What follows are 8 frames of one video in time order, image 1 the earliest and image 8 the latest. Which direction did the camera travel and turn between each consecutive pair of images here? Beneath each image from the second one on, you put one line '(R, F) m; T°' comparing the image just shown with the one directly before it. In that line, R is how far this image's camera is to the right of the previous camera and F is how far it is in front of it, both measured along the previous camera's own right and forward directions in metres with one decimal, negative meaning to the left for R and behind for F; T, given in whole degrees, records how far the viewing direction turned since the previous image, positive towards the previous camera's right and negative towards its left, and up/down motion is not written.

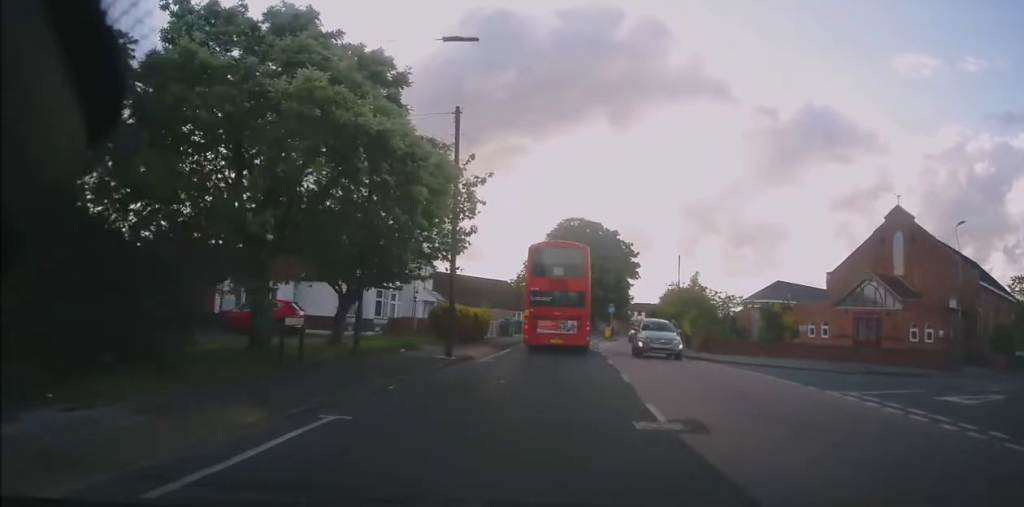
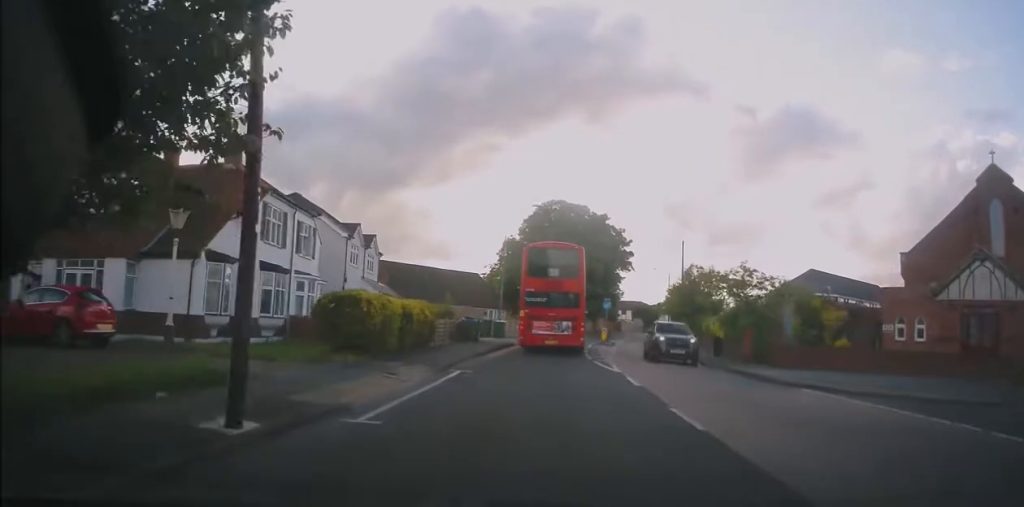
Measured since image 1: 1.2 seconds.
(+0.5, +11.6) m; +4°
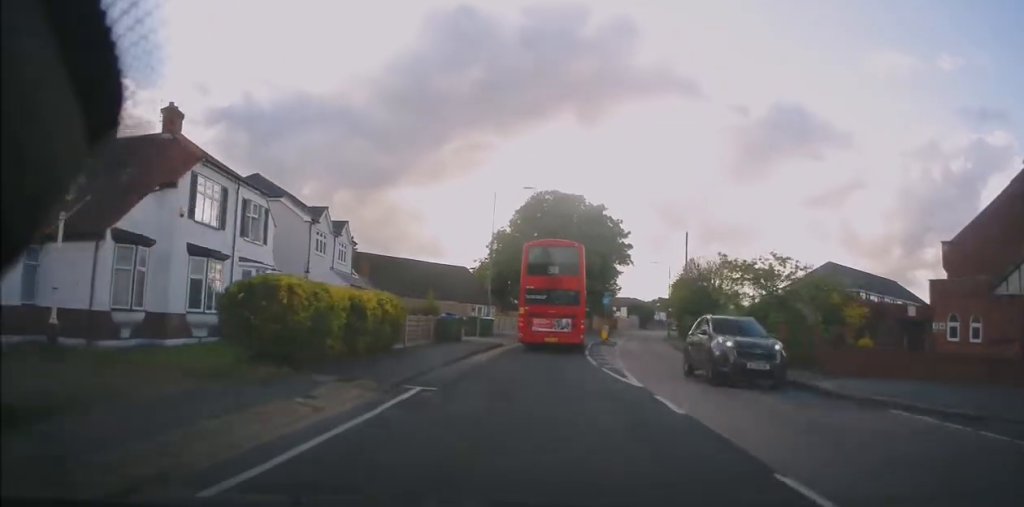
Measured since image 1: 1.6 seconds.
(0.0, +4.3) m; 0°
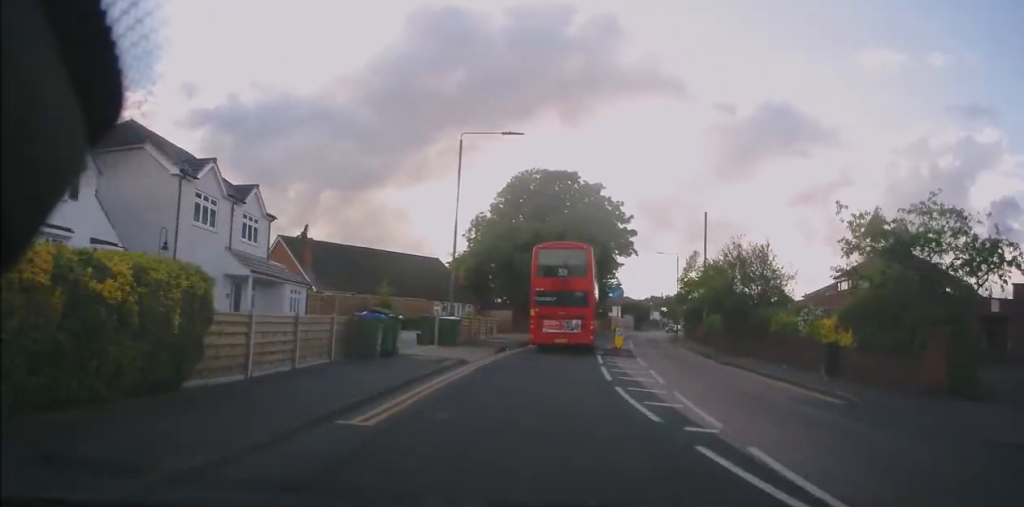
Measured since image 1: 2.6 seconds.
(0.0, +10.3) m; 0°
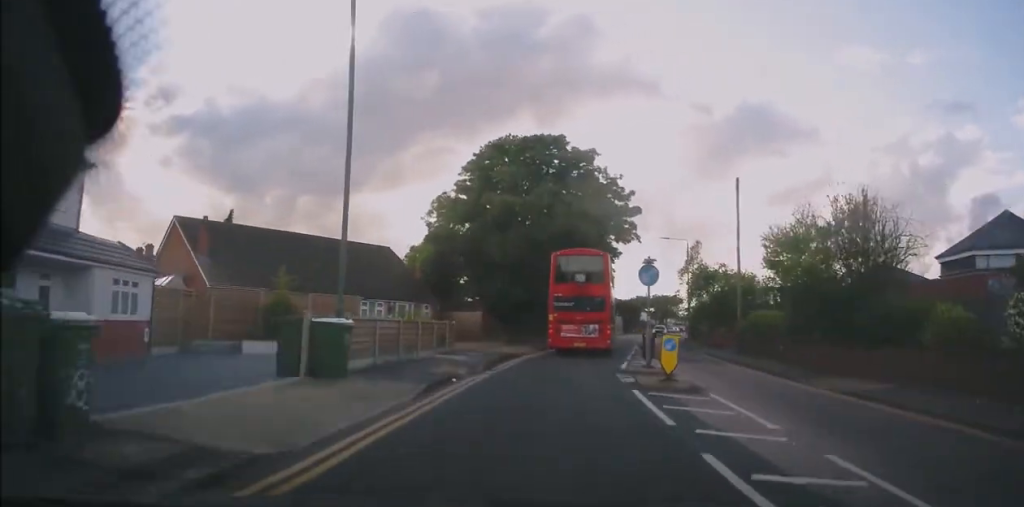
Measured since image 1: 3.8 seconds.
(0.0, +11.7) m; +2°
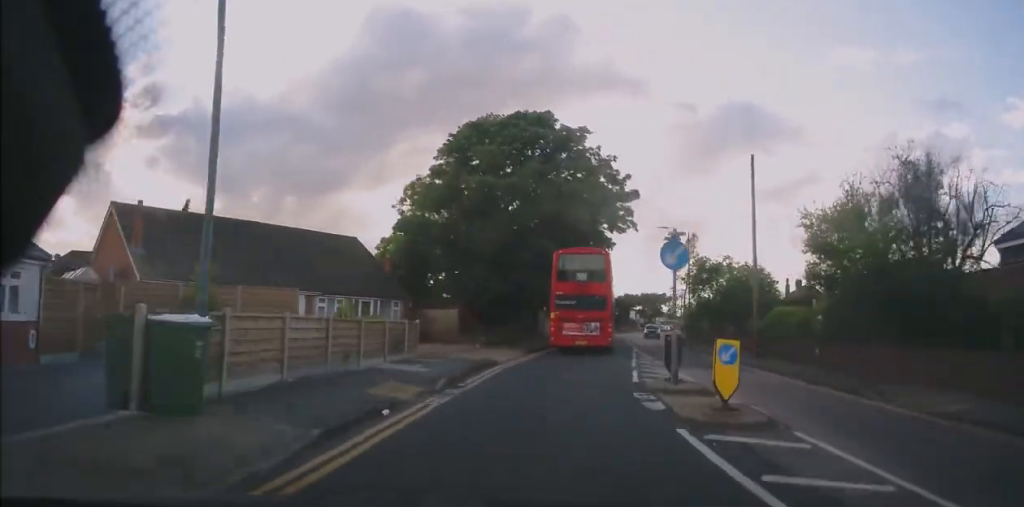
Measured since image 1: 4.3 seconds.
(-0.1, +4.7) m; +2°
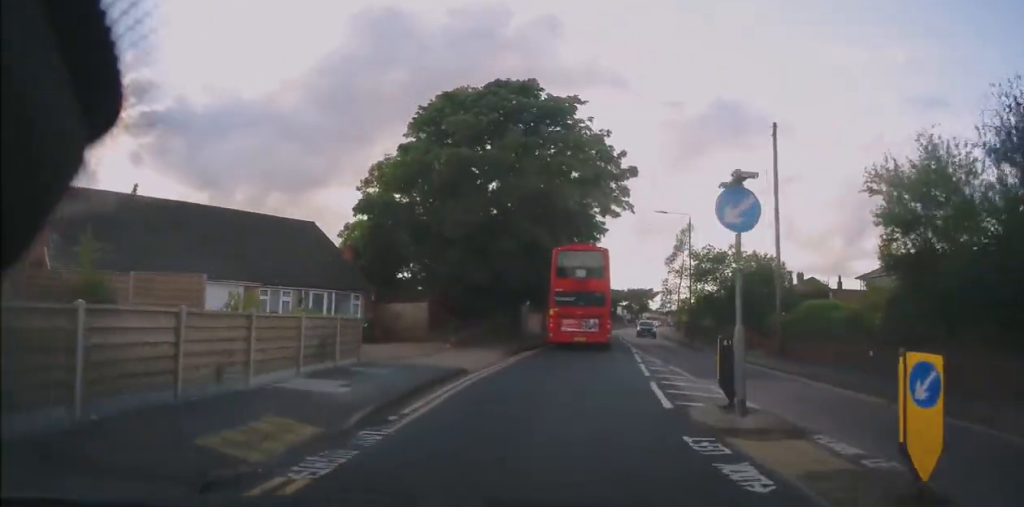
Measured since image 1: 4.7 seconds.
(+0.2, +4.8) m; +3°
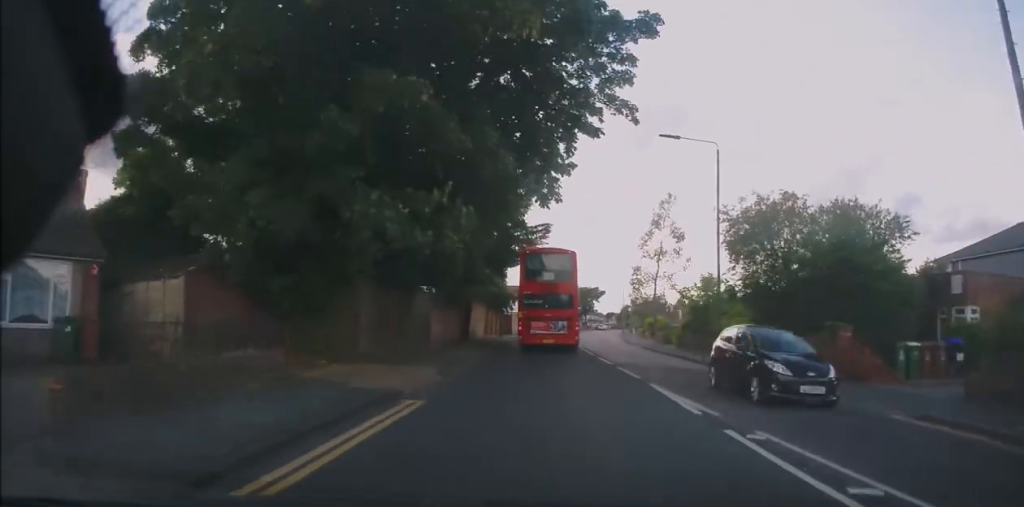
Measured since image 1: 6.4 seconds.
(+1.2, +17.1) m; +6°
